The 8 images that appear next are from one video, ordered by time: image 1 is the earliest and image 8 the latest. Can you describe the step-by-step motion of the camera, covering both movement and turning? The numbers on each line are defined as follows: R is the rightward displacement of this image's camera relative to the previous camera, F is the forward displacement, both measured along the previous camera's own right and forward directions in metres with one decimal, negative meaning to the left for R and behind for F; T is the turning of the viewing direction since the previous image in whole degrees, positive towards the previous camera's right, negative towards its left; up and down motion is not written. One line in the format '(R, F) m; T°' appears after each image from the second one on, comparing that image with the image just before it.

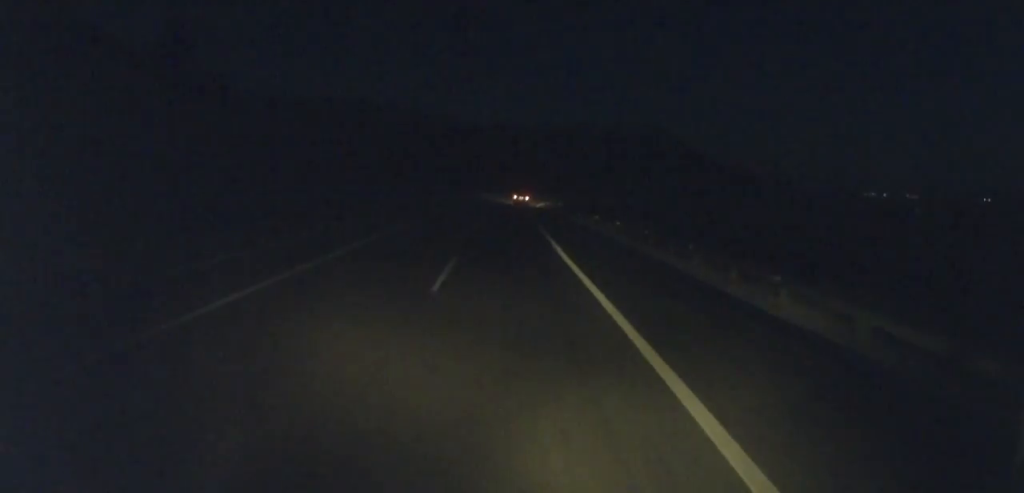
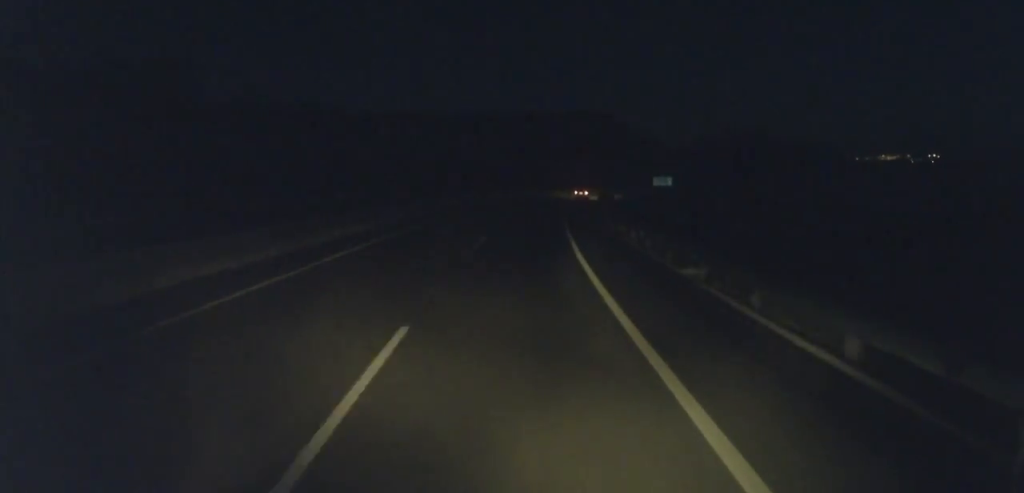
(-2.8, +94.5) m; +2°
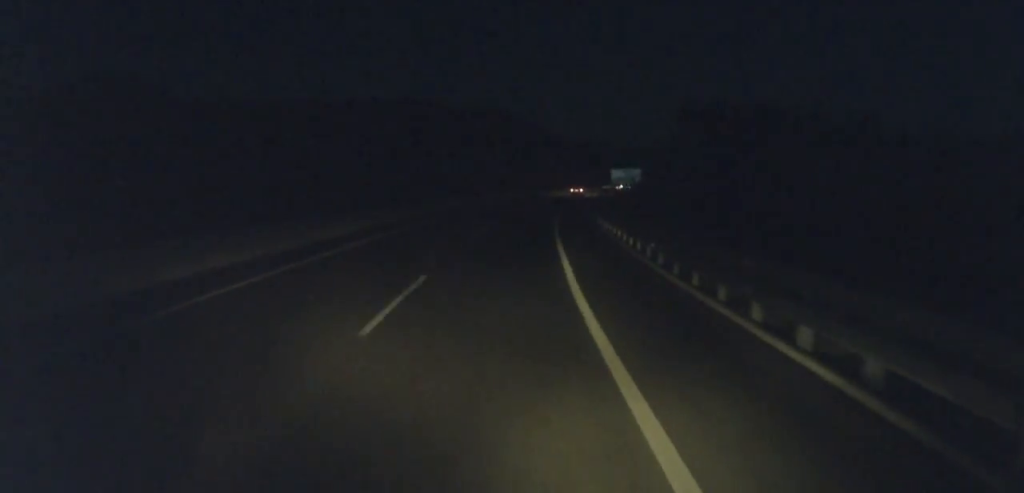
(+2.2, +61.7) m; +5°
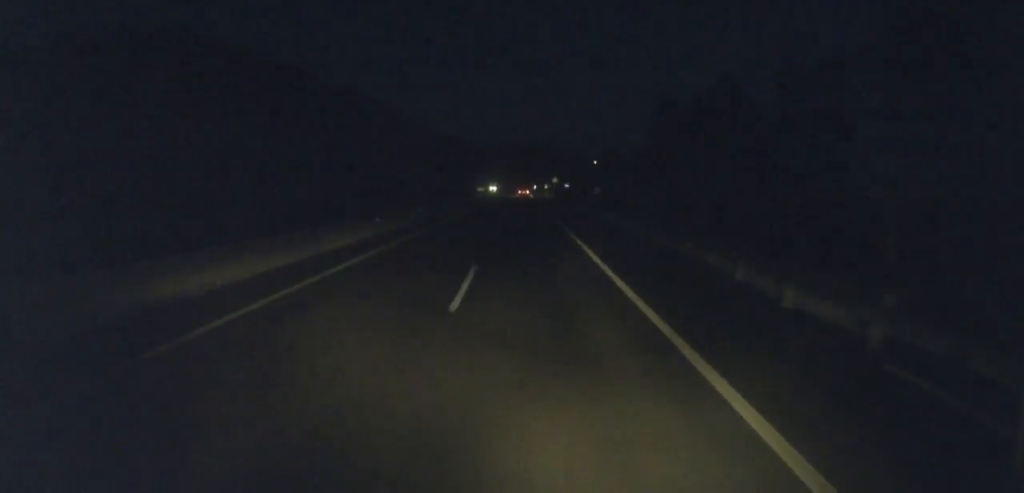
(+7.6, +96.6) m; +8°
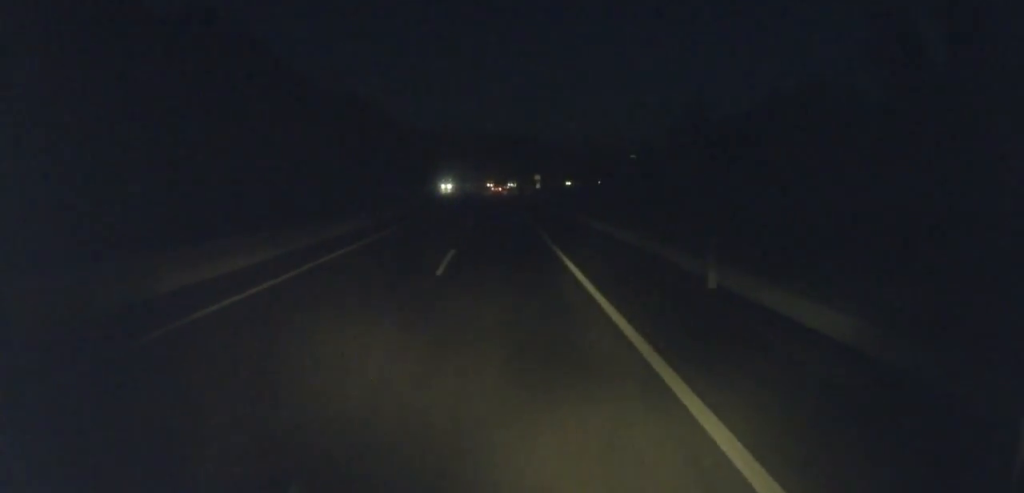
(+4.4, +77.9) m; +4°
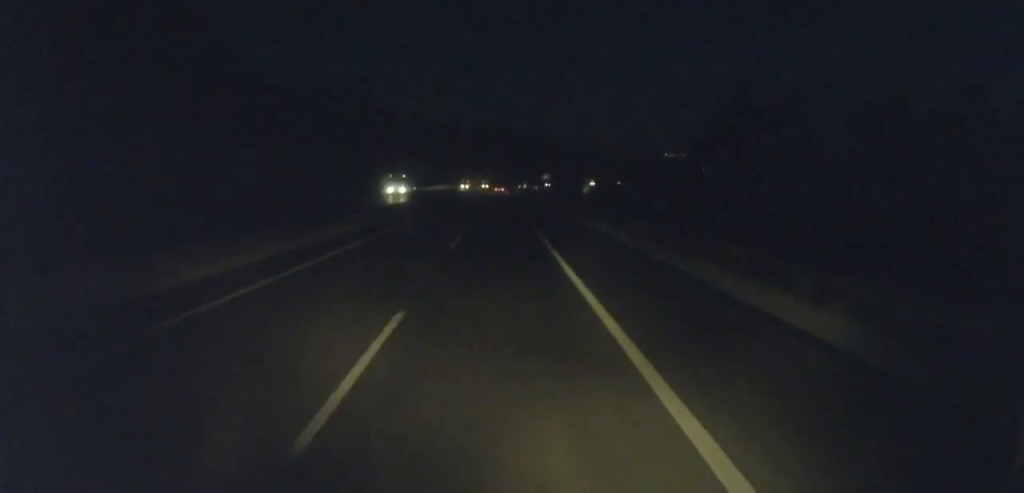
(+1.4, +59.0) m; +2°
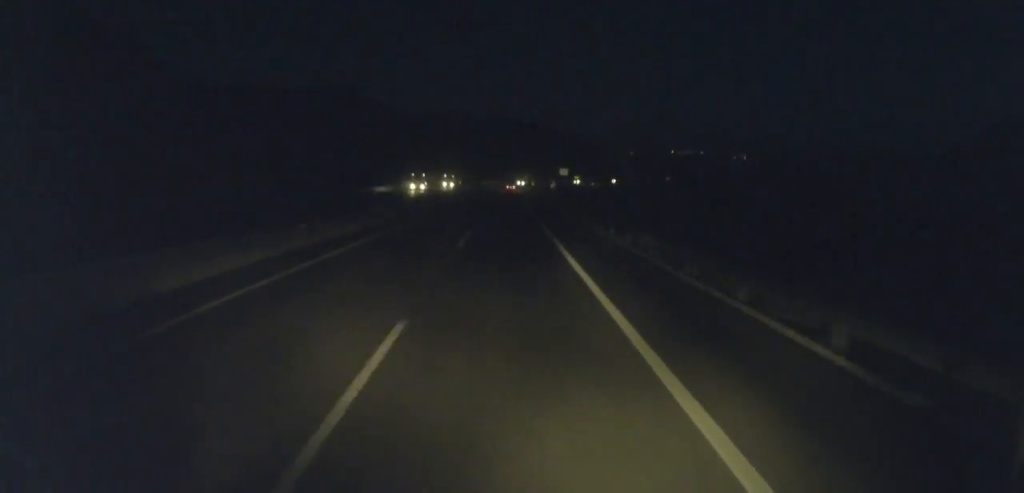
(+1.3, +66.2) m; +1°
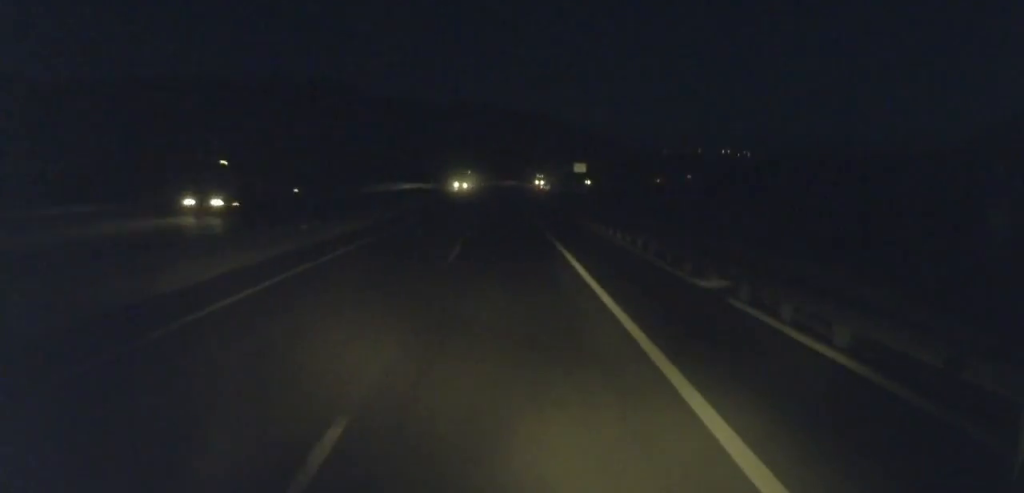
(+0.2, +69.7) m; +1°
